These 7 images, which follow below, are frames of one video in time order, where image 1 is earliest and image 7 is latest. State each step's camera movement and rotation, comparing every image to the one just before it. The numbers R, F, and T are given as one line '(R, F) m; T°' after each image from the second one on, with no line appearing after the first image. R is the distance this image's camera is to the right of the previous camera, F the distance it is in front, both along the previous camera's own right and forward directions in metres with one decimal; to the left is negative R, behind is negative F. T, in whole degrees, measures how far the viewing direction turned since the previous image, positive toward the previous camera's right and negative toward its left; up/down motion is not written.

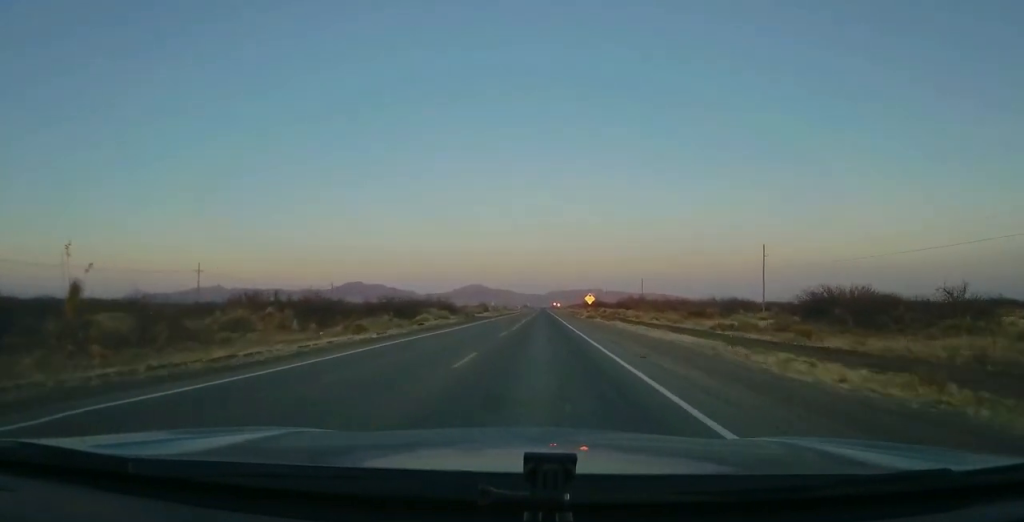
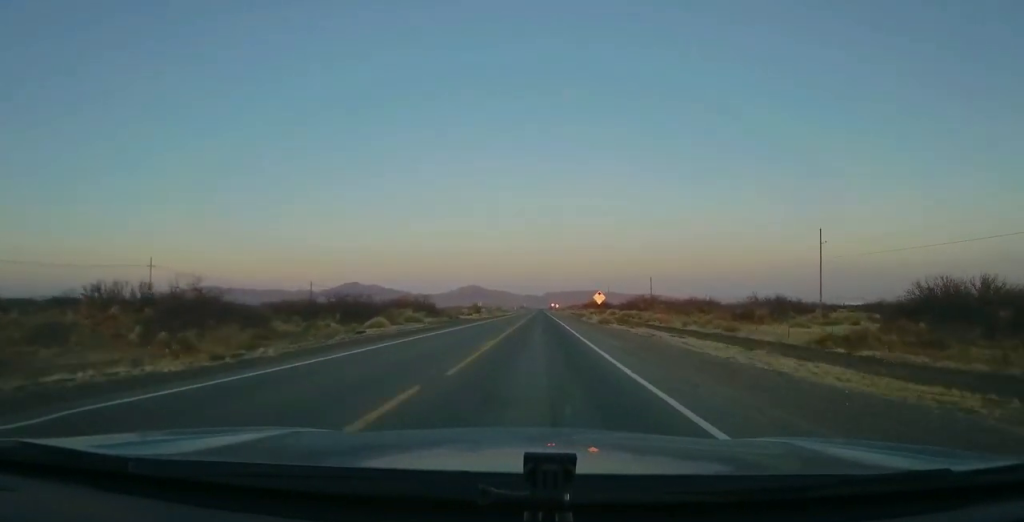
(-0.3, +18.4) m; 0°
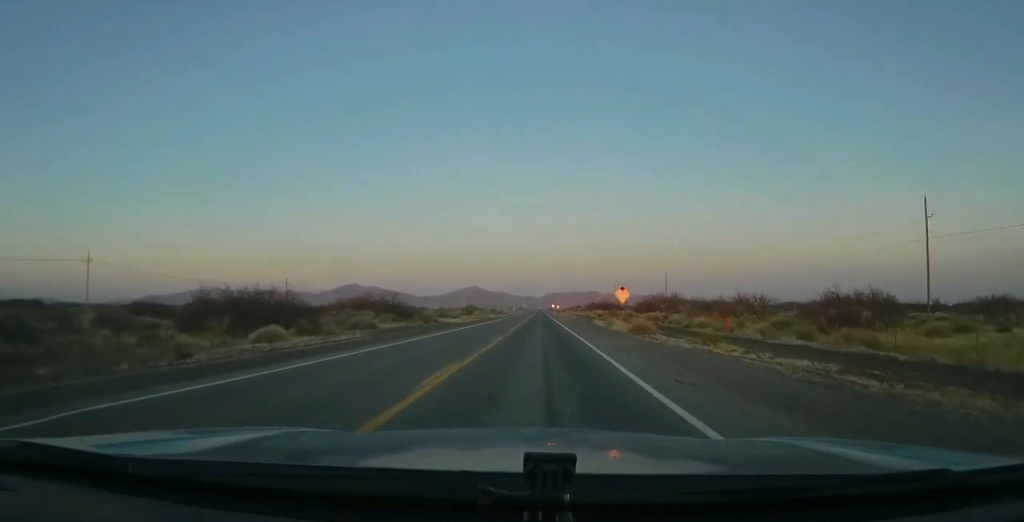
(+0.3, +20.3) m; 0°
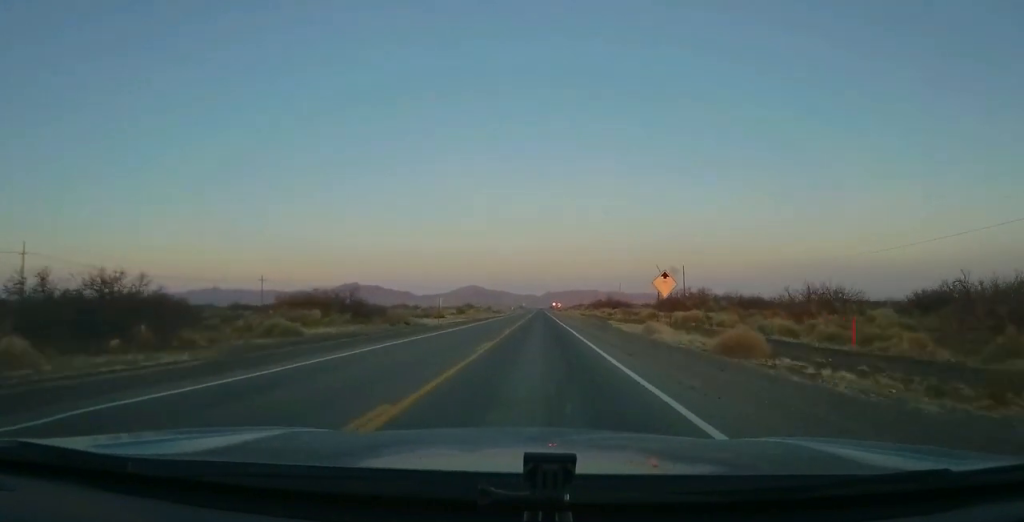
(-0.3, +17.4) m; 0°
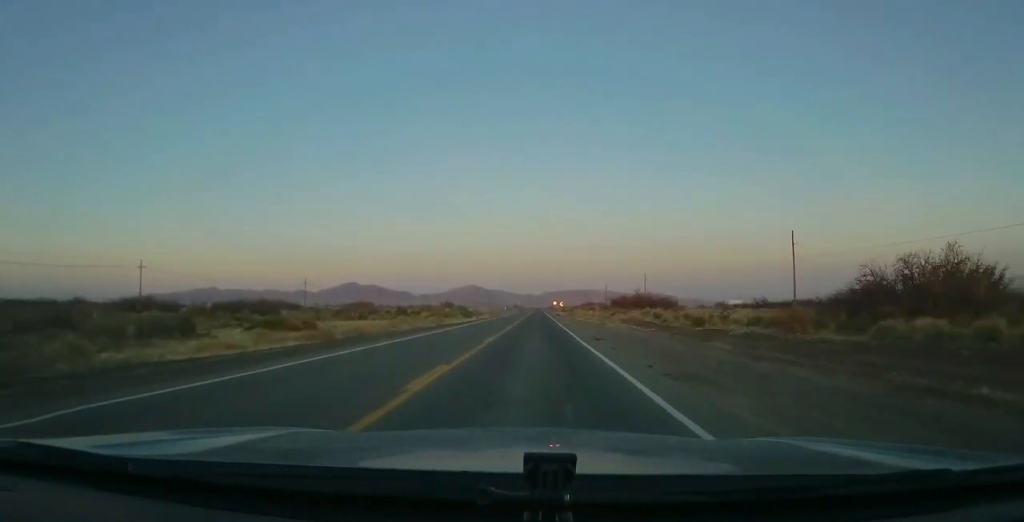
(+1.2, +56.2) m; +1°
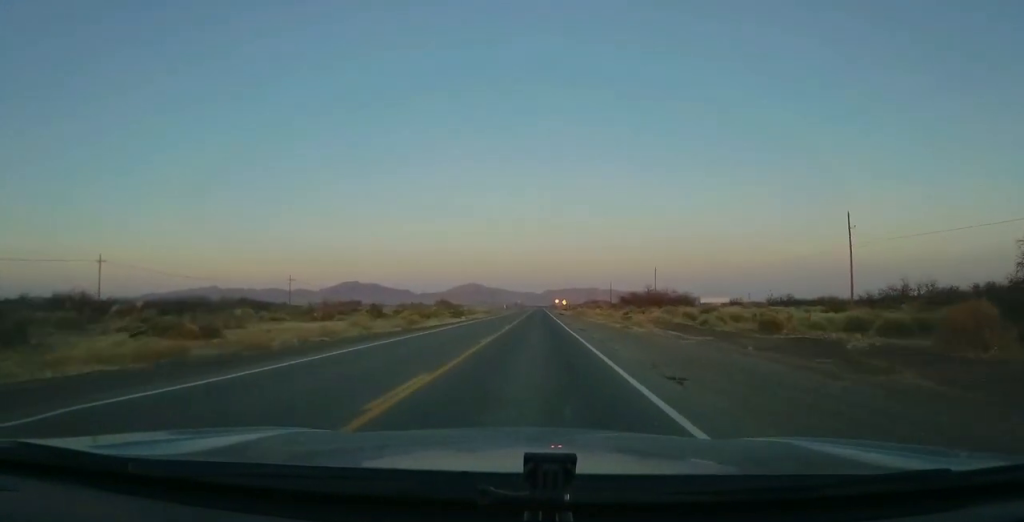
(0.0, +13.7) m; 0°
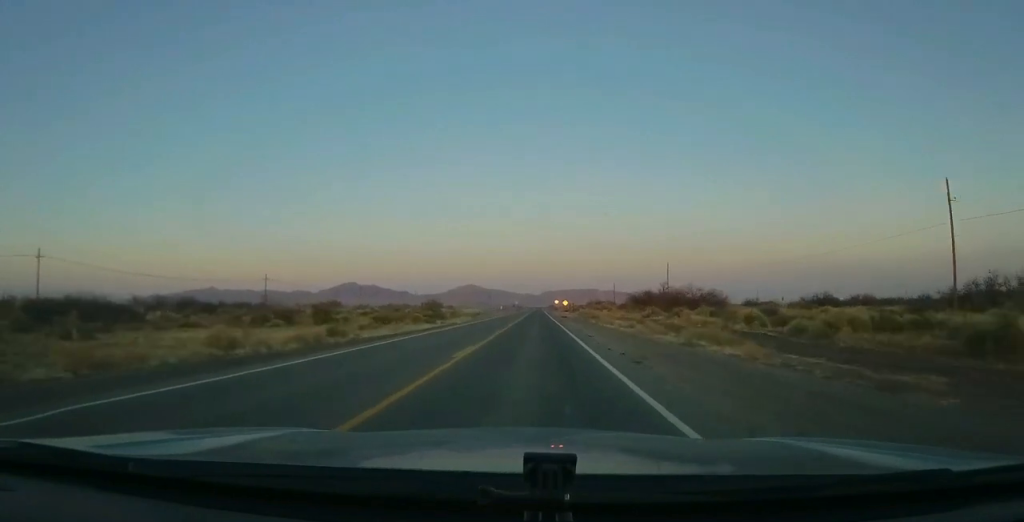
(0.0, +16.8) m; +1°
